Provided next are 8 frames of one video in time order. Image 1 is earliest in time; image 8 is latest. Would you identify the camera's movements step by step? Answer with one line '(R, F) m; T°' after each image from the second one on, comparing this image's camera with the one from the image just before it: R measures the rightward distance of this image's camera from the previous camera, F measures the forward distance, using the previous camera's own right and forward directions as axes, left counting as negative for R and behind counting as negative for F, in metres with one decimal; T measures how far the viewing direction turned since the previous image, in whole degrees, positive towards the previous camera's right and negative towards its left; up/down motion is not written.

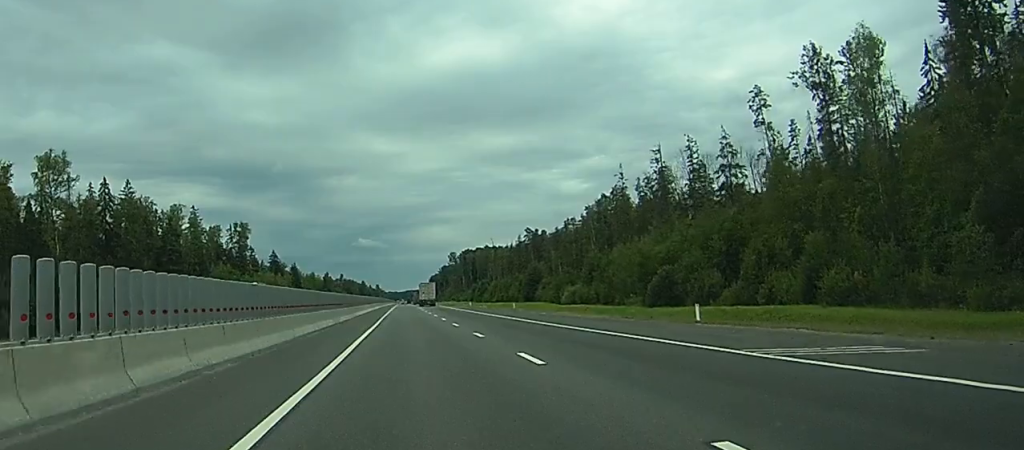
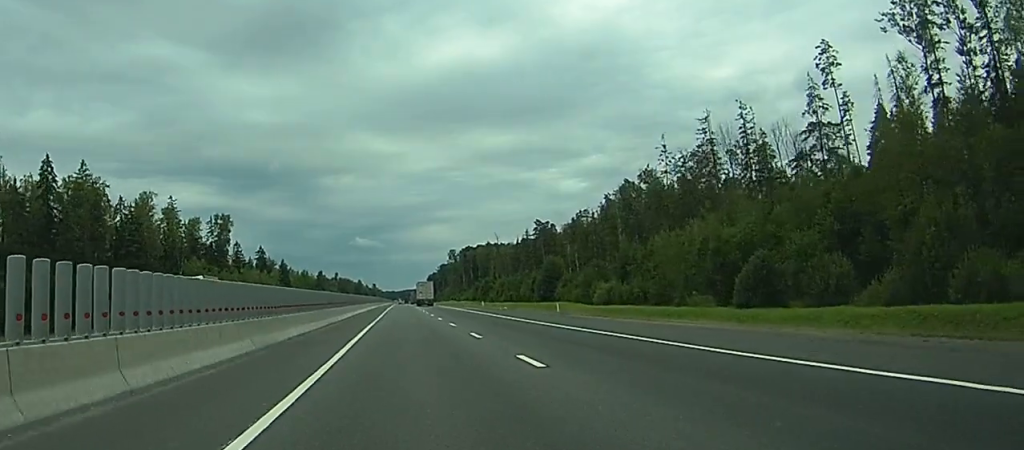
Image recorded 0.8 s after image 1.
(+0.1, +24.7) m; 0°
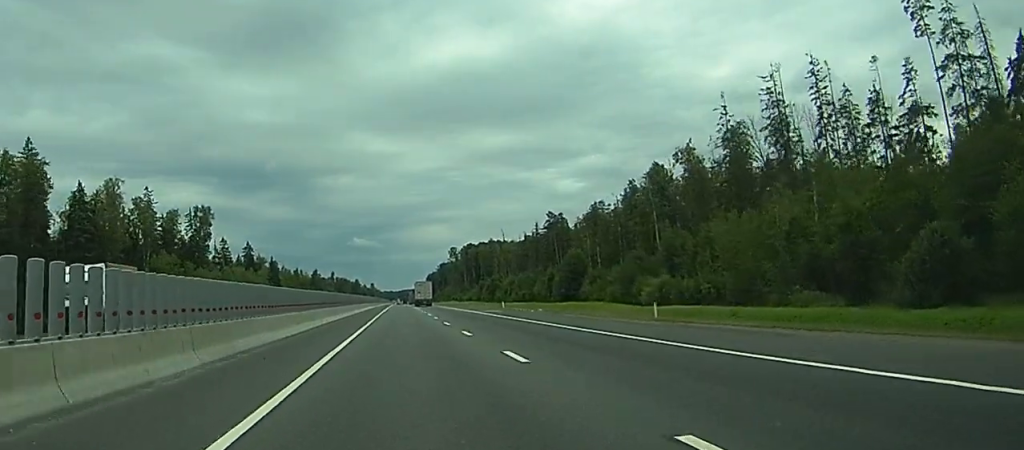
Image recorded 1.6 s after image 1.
(0.0, +23.7) m; 0°
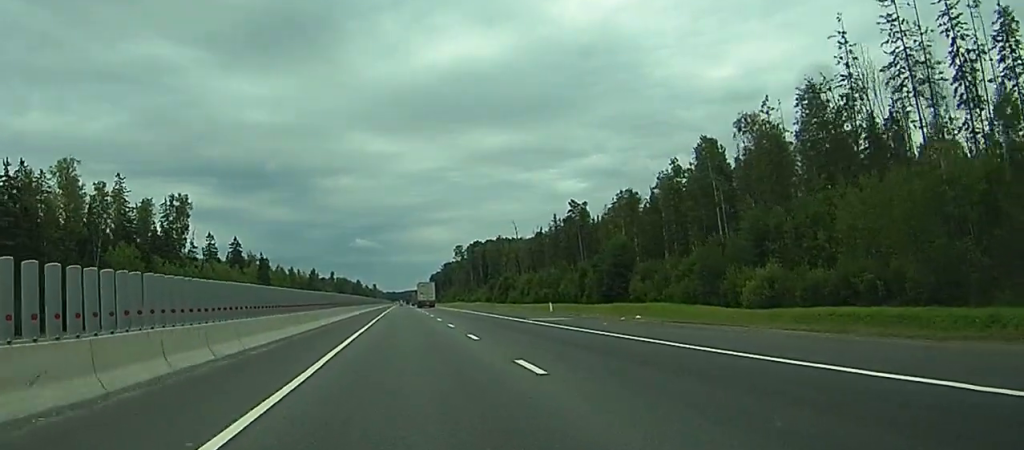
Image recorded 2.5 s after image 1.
(0.0, +26.5) m; 0°
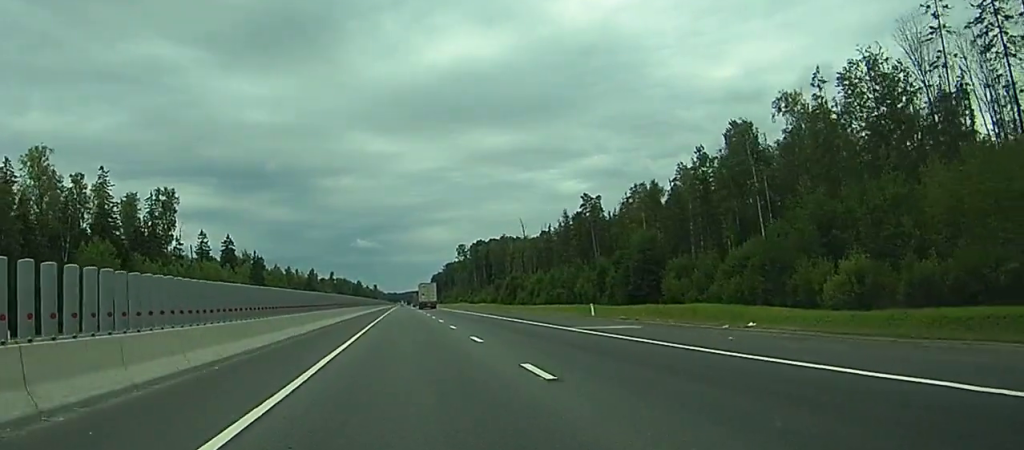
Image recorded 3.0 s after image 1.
(0.0, +12.8) m; 0°
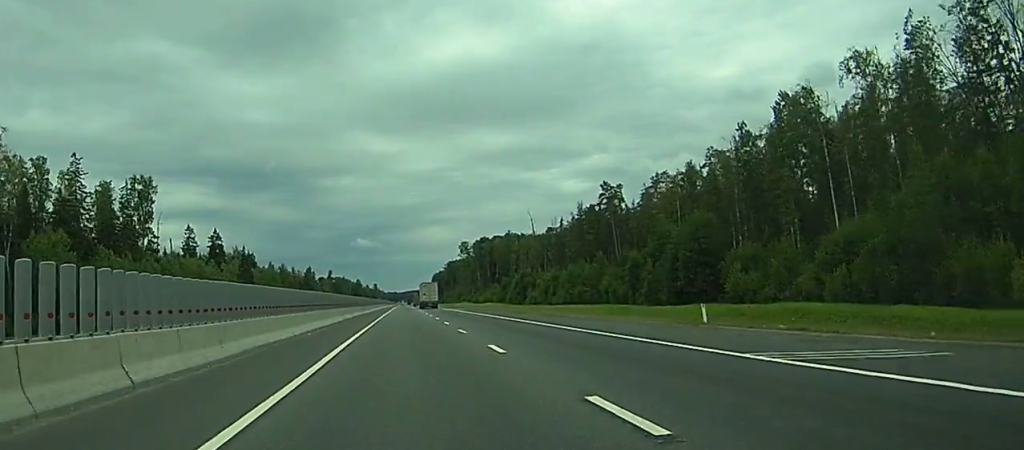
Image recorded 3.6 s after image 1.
(0.0, +17.6) m; 0°
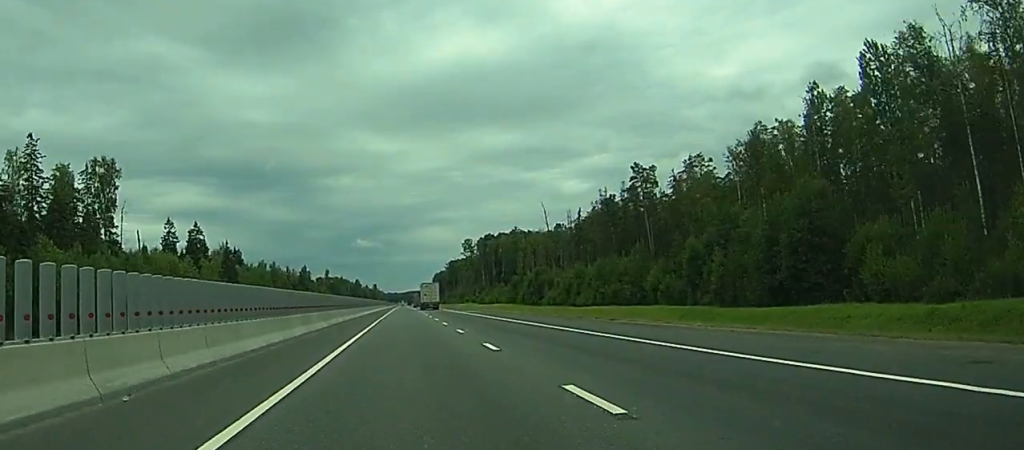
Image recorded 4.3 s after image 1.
(0.0, +22.3) m; 0°
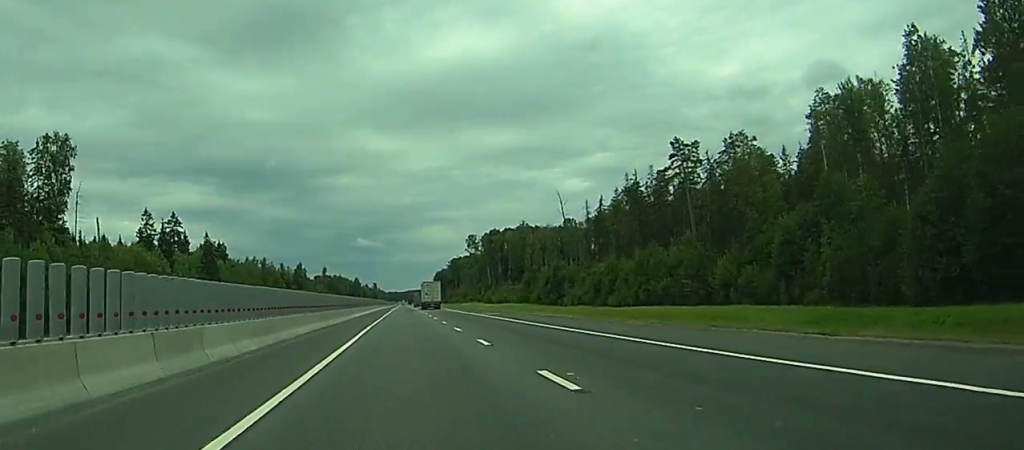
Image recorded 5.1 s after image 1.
(0.0, +21.3) m; 0°
